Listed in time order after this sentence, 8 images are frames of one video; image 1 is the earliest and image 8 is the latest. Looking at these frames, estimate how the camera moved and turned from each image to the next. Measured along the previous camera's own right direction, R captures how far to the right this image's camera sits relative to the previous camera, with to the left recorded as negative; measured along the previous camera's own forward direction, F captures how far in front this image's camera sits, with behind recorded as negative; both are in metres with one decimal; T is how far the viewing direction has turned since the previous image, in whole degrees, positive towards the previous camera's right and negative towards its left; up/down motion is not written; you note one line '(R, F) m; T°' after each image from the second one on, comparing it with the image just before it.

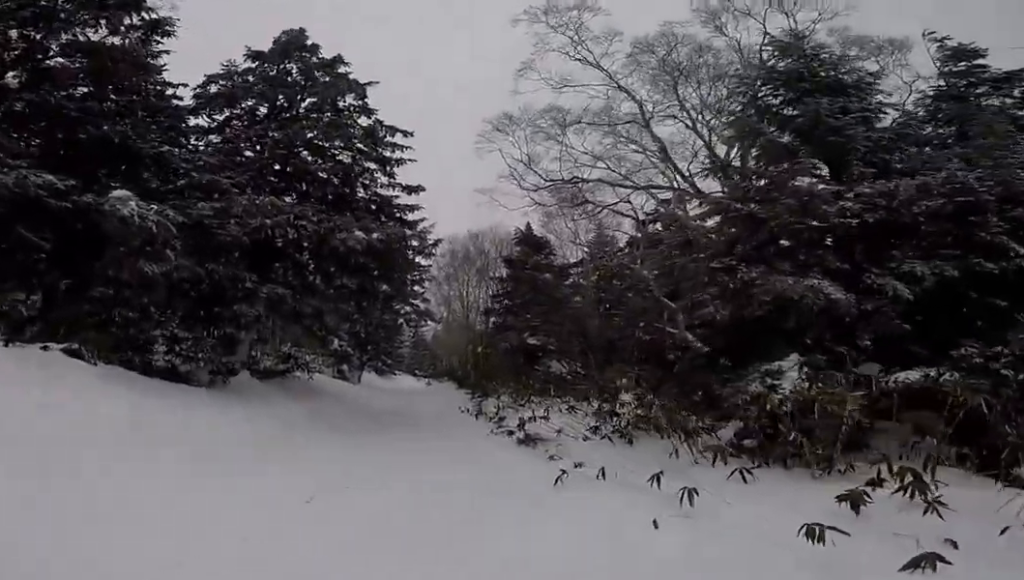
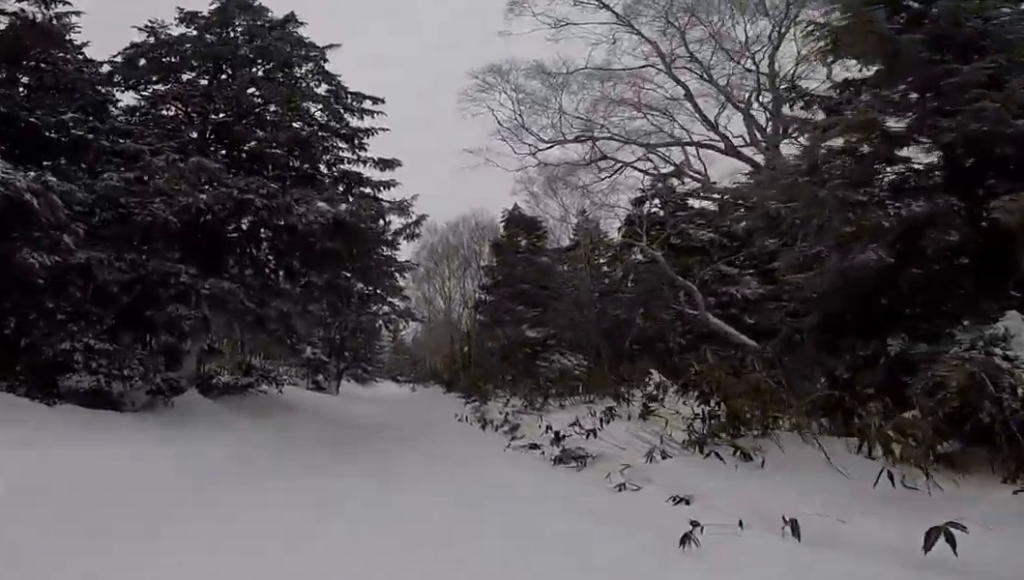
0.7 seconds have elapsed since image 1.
(0.0, +3.3) m; -11°
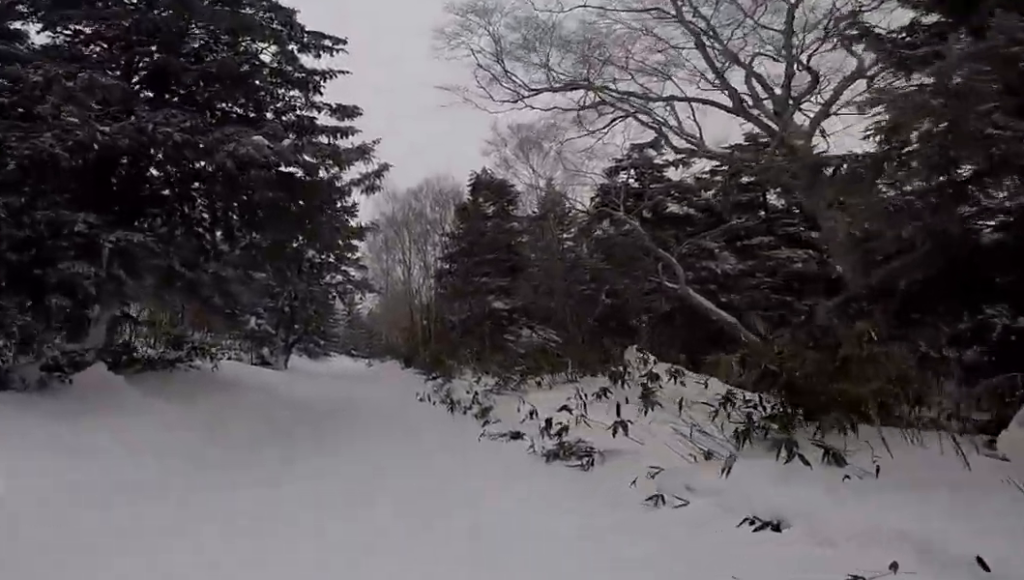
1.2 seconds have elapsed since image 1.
(-0.2, +2.1) m; -2°
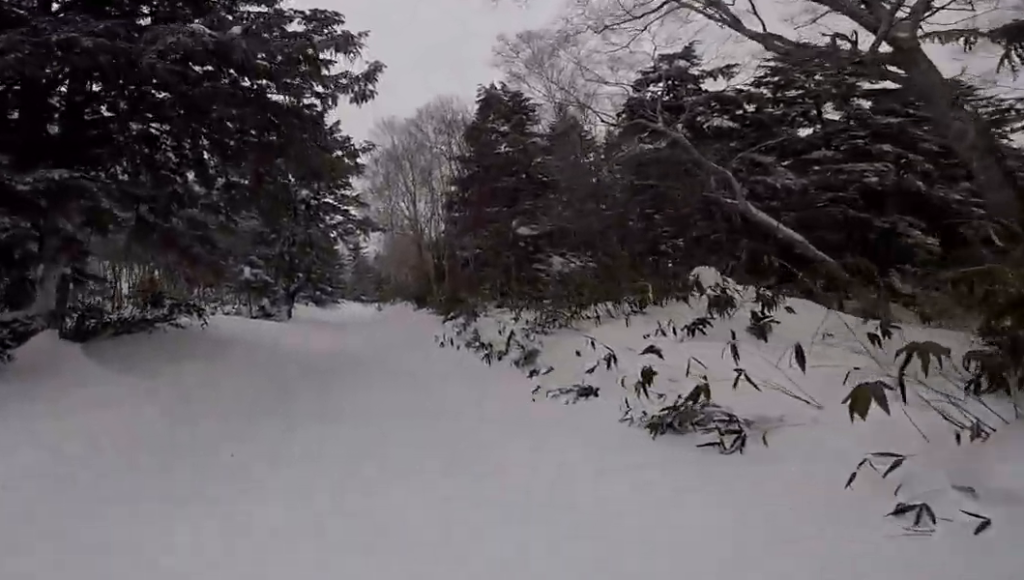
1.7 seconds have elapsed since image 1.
(-0.6, +2.4) m; +1°
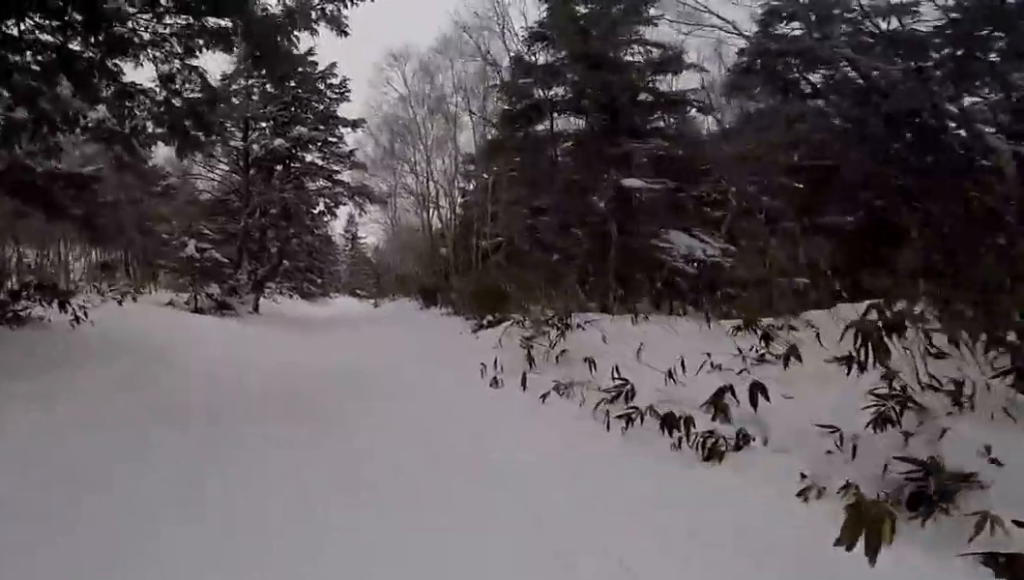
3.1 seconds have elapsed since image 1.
(+1.4, +6.8) m; +12°
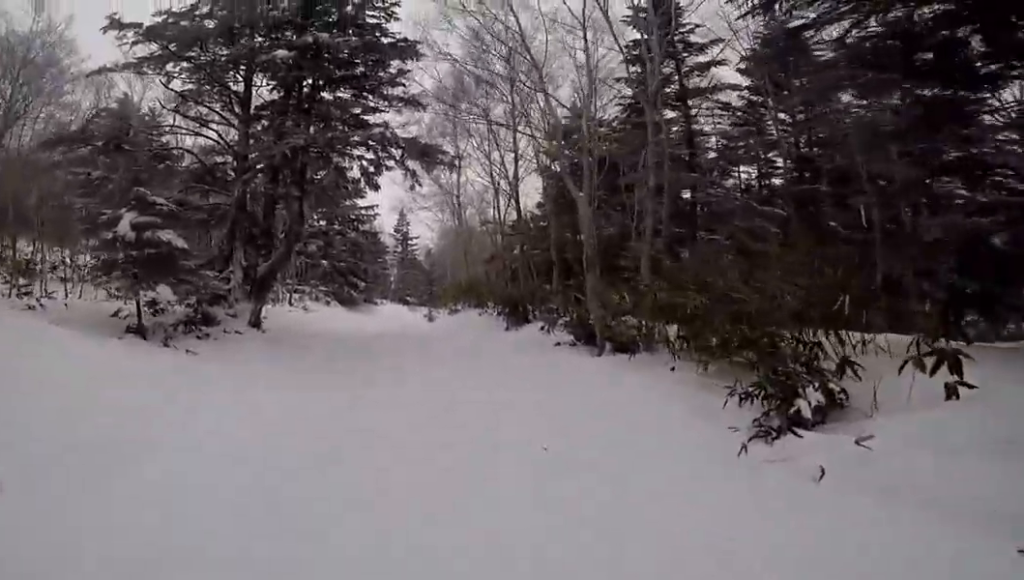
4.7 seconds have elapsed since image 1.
(-2.0, +6.6) m; -17°
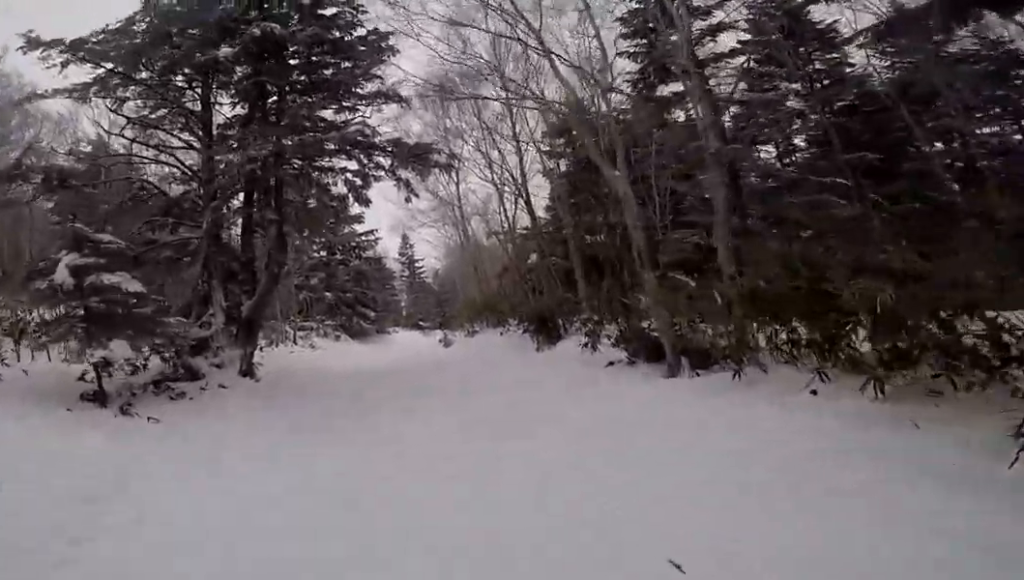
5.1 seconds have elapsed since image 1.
(+0.2, +1.9) m; +6°
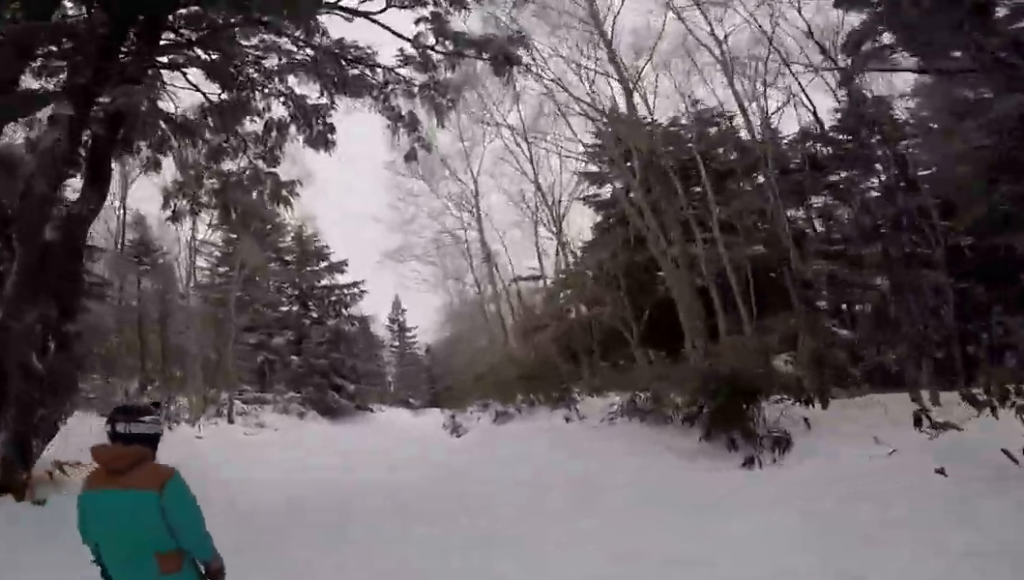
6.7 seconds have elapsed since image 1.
(+2.0, +7.3) m; +1°
